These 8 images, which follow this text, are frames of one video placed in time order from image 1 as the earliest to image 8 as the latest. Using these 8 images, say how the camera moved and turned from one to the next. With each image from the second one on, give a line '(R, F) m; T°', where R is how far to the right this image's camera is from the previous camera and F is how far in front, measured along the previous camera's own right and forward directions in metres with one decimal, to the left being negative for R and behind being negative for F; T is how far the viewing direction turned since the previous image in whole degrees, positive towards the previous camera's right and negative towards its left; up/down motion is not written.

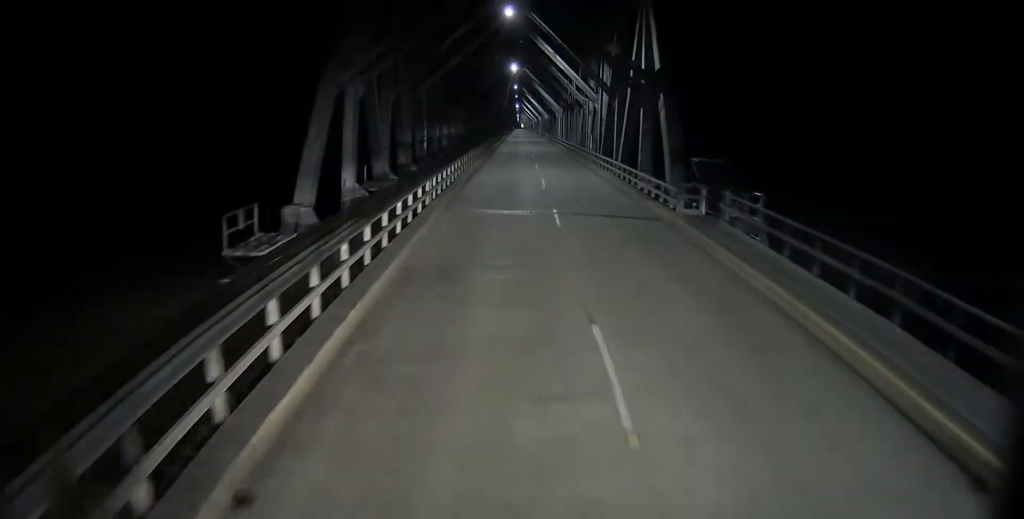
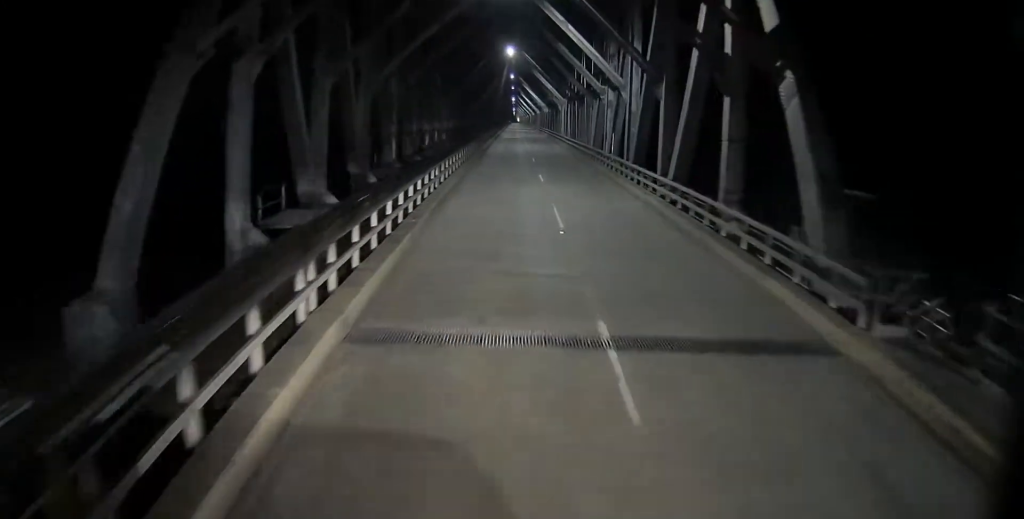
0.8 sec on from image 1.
(0.0, +12.3) m; 0°
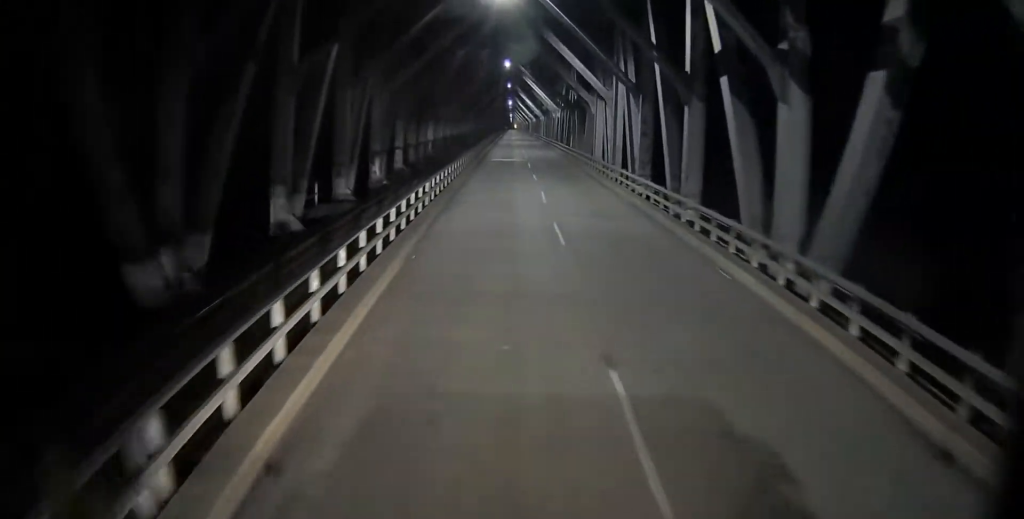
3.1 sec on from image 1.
(0.0, +35.5) m; 0°
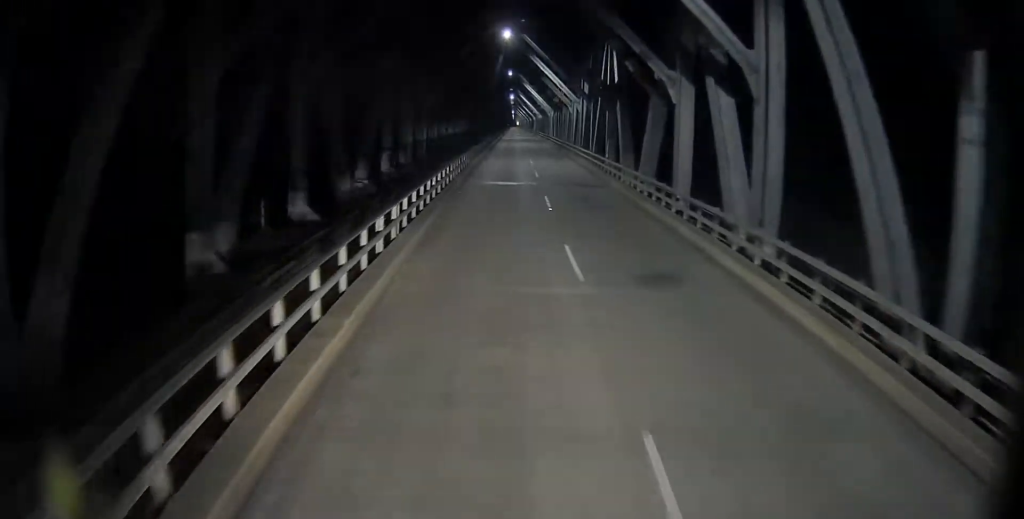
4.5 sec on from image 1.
(0.0, +21.0) m; 0°
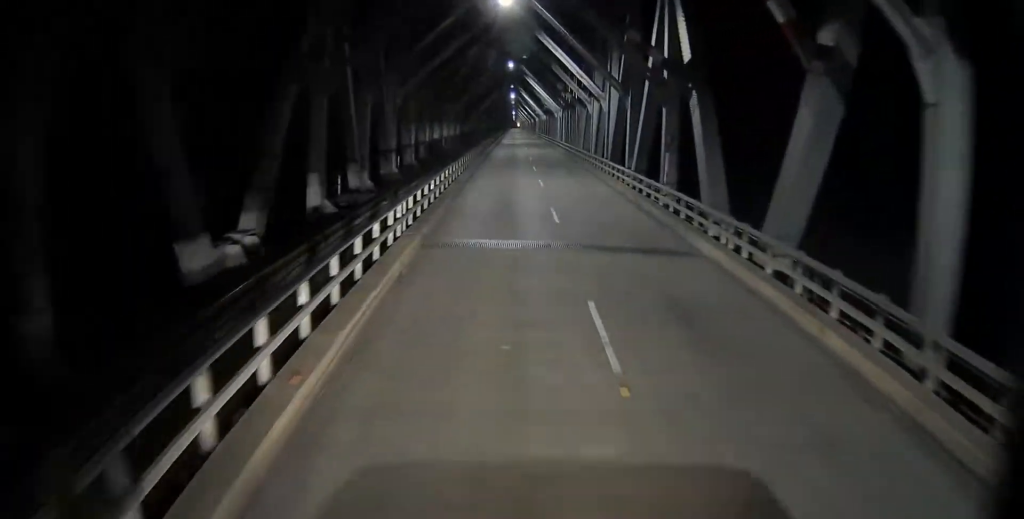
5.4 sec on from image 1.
(+0.1, +14.3) m; +1°
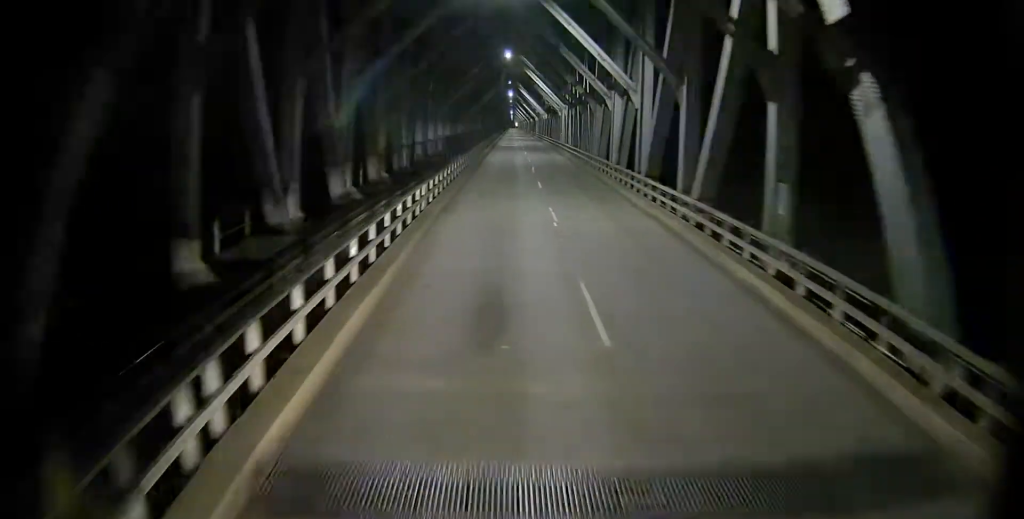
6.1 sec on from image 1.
(+0.1, +10.5) m; +1°
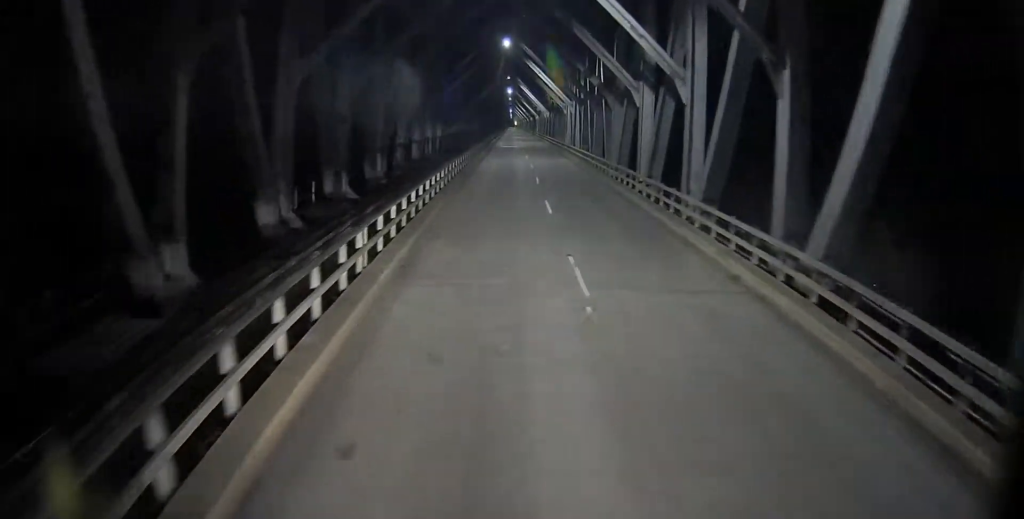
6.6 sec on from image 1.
(+0.1, +8.2) m; 0°
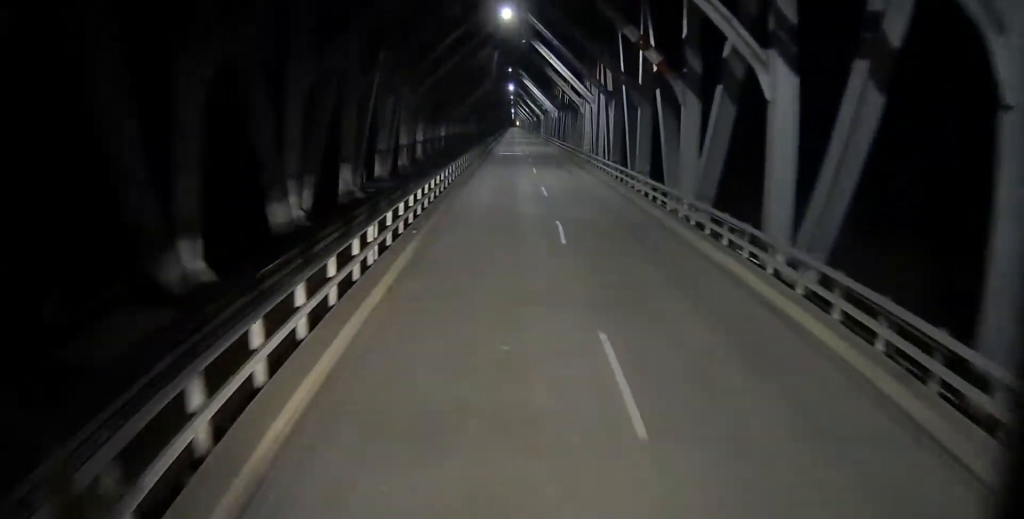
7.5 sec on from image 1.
(0.0, +14.6) m; +1°
